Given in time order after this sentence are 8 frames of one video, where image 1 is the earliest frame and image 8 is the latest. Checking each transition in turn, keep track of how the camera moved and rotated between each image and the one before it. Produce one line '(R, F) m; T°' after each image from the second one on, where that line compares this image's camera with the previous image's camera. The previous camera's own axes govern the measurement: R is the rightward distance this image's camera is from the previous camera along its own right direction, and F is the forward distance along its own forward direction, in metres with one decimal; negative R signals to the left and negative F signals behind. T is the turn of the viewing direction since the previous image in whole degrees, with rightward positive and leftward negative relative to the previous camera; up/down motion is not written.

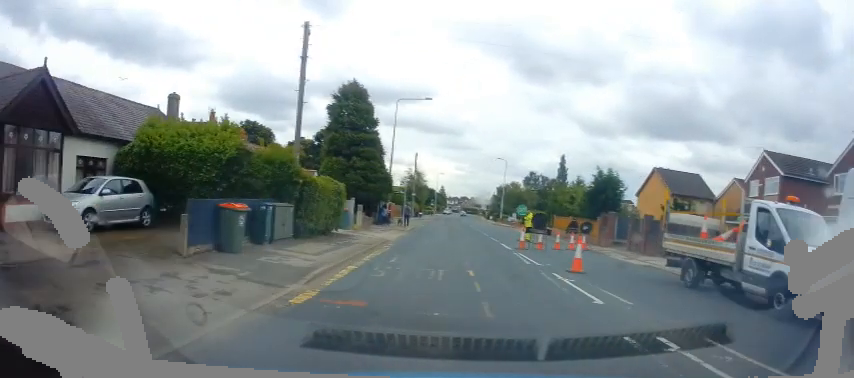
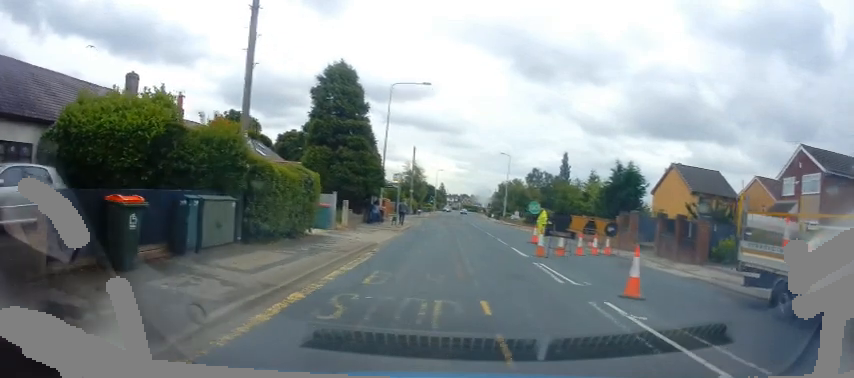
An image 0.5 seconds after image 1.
(0.0, +4.2) m; 0°
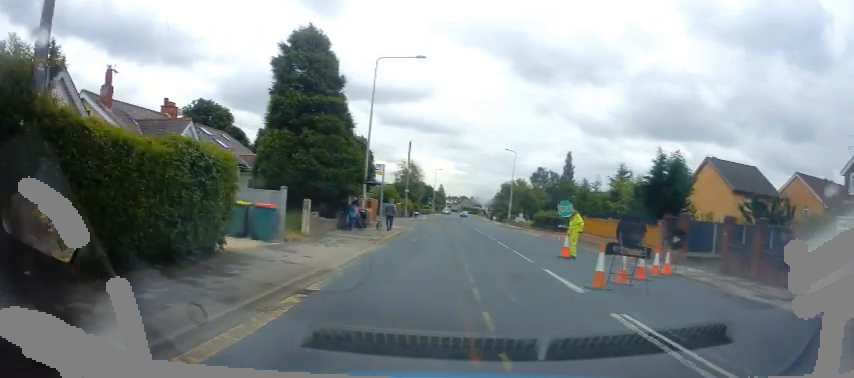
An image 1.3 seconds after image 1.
(+0.2, +6.7) m; 0°
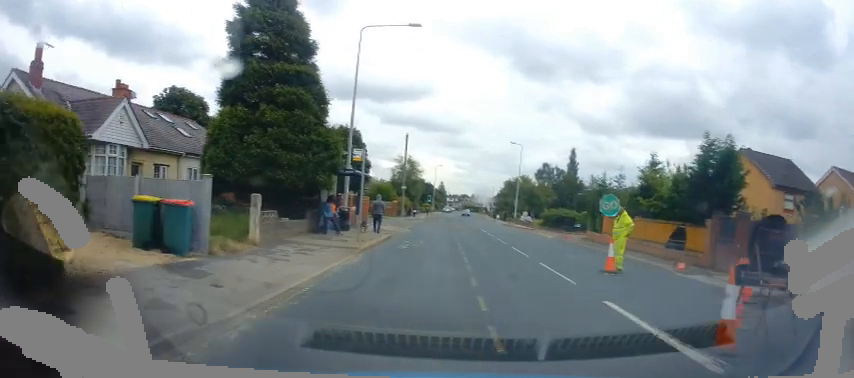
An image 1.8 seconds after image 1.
(-0.1, +5.1) m; 0°
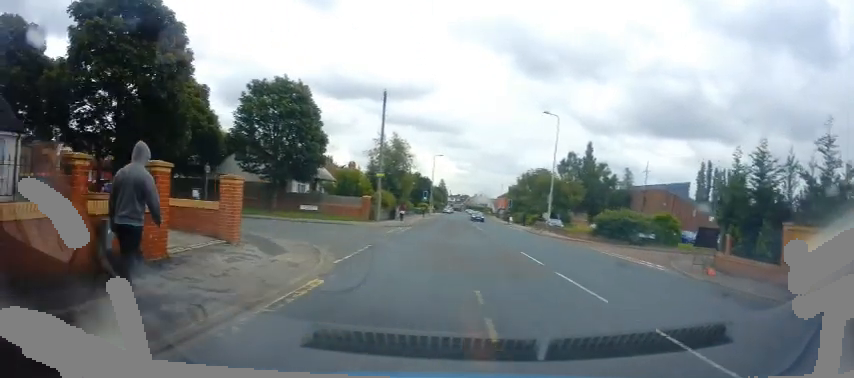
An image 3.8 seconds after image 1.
(0.0, +19.2) m; 0°
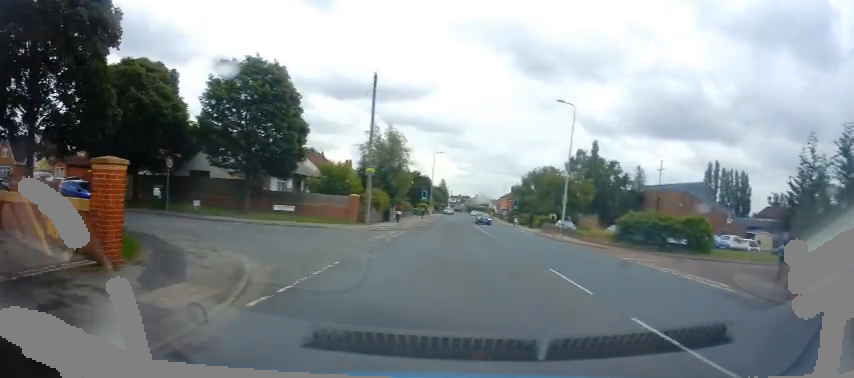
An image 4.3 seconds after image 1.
(-0.1, +4.9) m; 0°
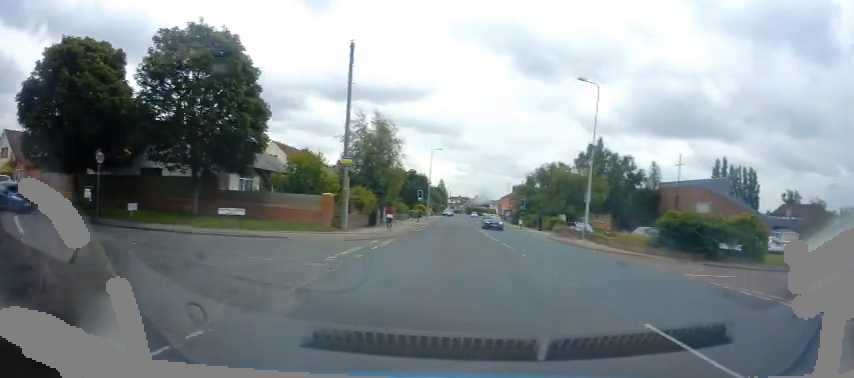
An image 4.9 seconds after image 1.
(+0.2, +6.4) m; +1°
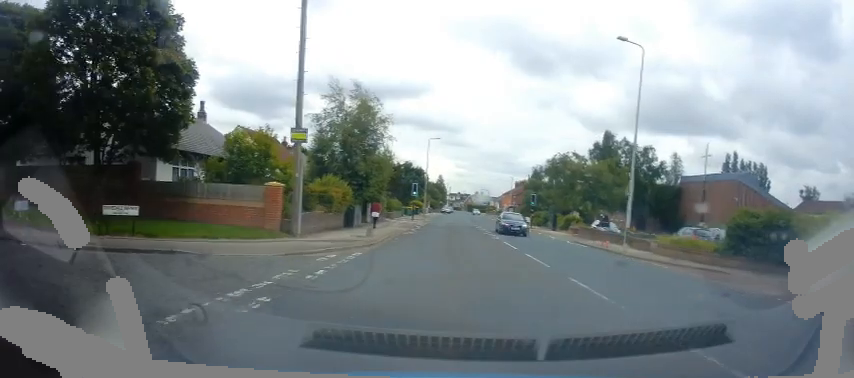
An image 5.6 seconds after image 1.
(+0.1, +7.4) m; 0°
